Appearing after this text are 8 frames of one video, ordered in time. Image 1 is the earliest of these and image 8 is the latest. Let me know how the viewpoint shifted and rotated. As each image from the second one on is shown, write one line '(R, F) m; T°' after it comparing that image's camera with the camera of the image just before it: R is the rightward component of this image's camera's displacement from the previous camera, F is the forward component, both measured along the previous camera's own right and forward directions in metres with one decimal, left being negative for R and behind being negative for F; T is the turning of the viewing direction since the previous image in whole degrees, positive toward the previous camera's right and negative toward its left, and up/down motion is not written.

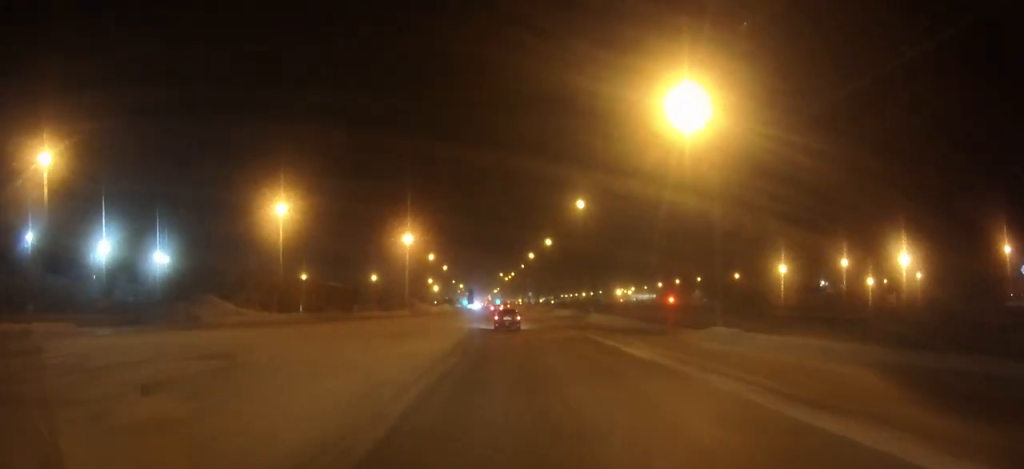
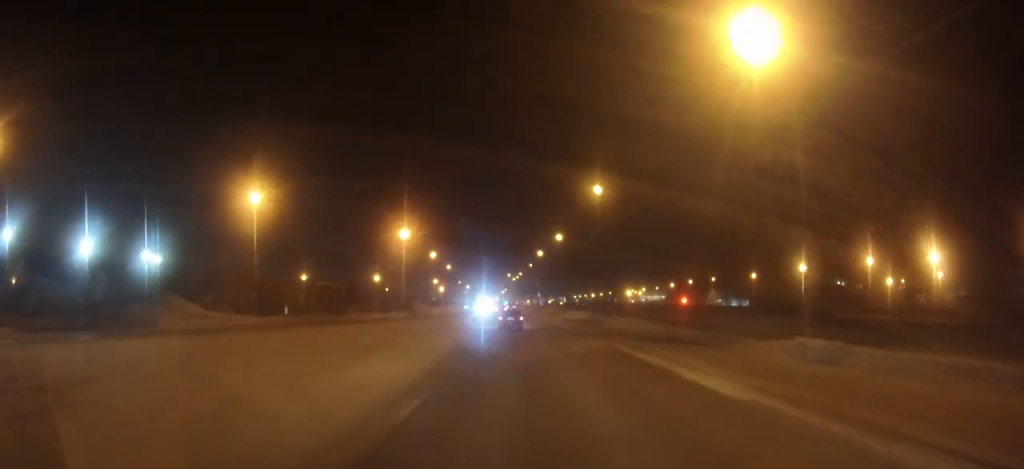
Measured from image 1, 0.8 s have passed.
(-0.1, +8.5) m; -1°
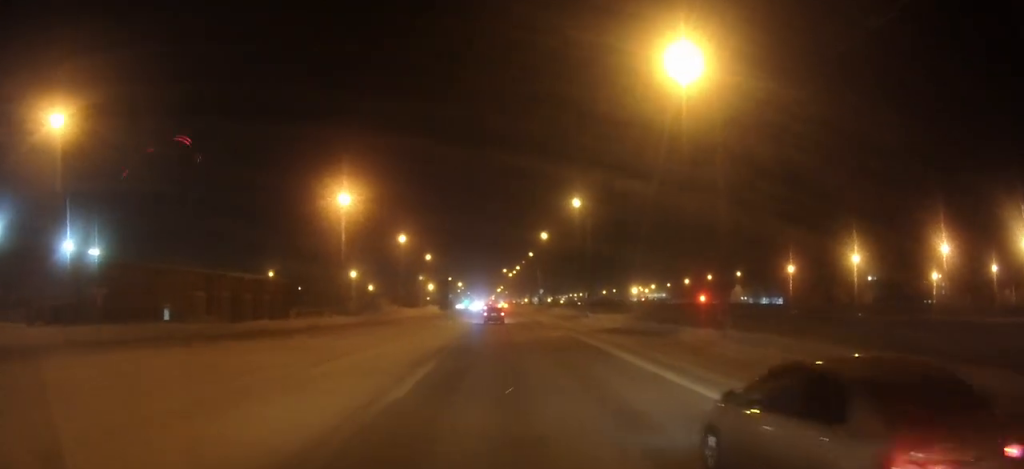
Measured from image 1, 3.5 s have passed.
(-0.4, +29.3) m; 0°
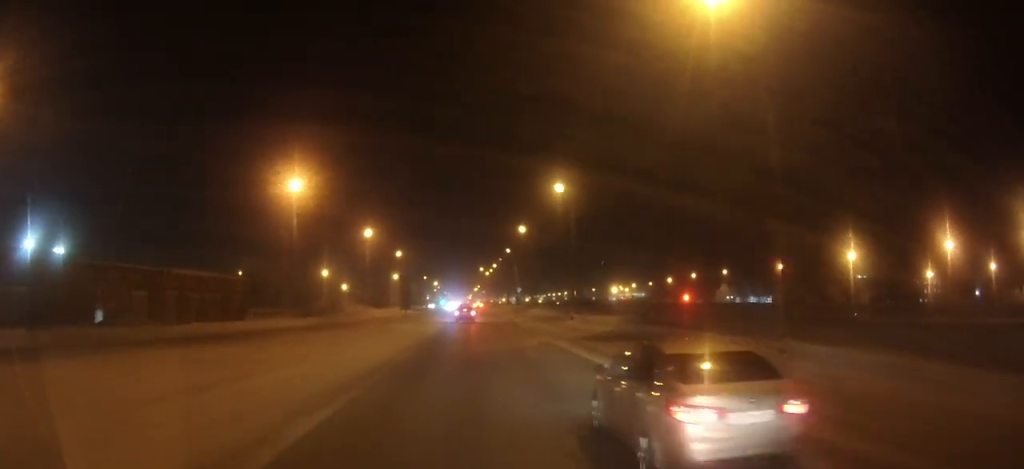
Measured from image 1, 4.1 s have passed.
(0.0, +7.3) m; +1°
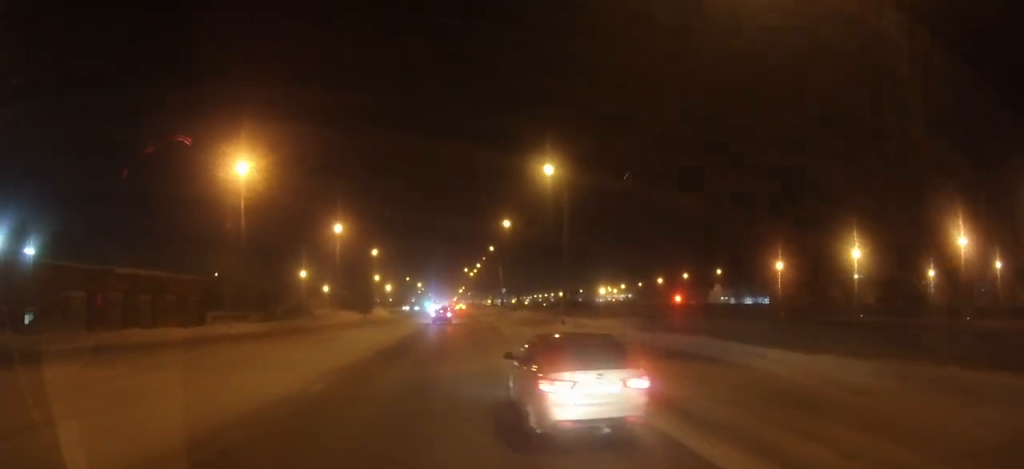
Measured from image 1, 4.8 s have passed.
(+0.2, +7.5) m; +1°
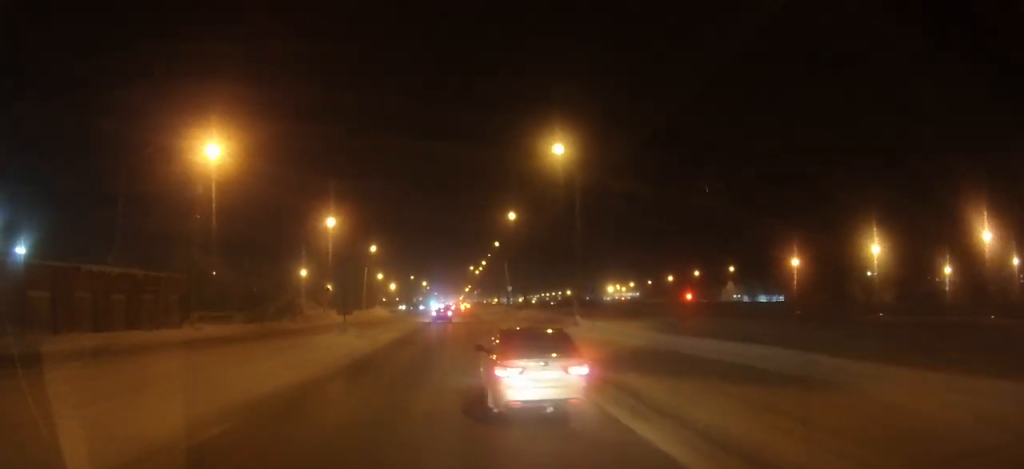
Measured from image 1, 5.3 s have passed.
(0.0, +5.3) m; 0°
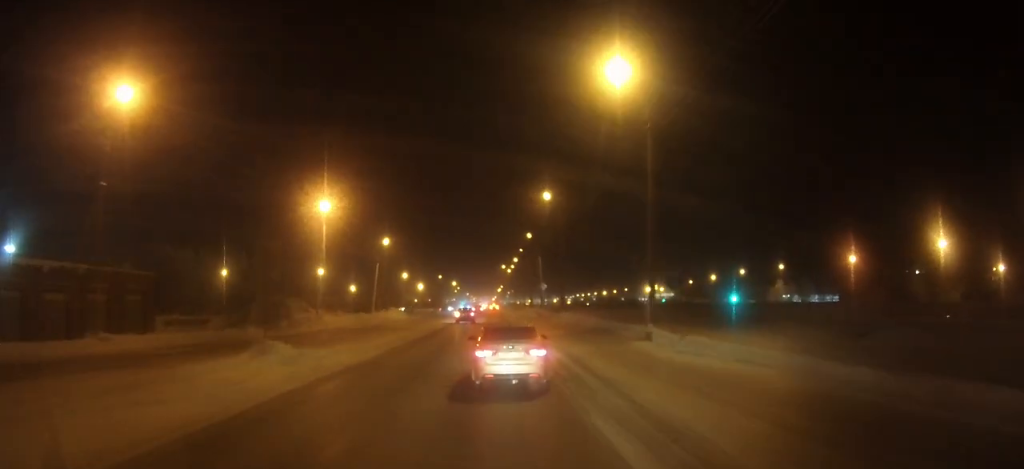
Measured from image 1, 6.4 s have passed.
(-0.1, +12.9) m; -2°
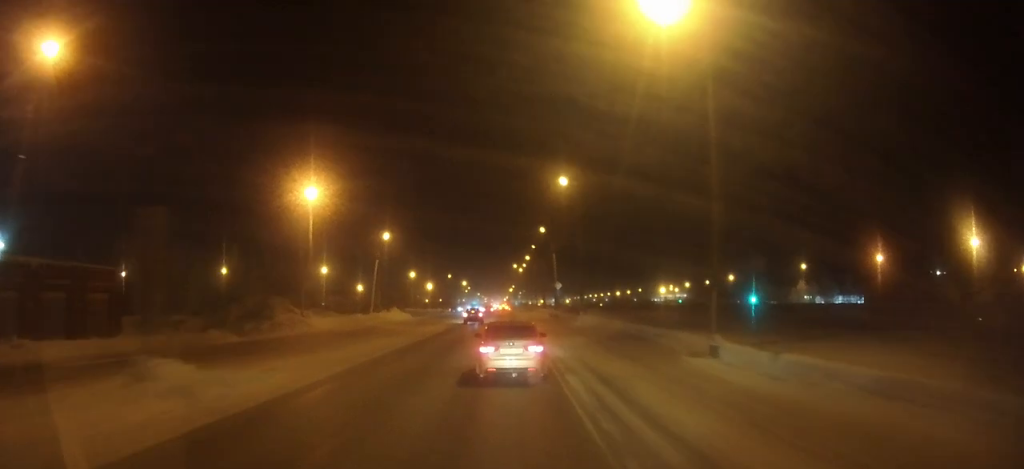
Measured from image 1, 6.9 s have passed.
(-0.1, +6.8) m; -1°
